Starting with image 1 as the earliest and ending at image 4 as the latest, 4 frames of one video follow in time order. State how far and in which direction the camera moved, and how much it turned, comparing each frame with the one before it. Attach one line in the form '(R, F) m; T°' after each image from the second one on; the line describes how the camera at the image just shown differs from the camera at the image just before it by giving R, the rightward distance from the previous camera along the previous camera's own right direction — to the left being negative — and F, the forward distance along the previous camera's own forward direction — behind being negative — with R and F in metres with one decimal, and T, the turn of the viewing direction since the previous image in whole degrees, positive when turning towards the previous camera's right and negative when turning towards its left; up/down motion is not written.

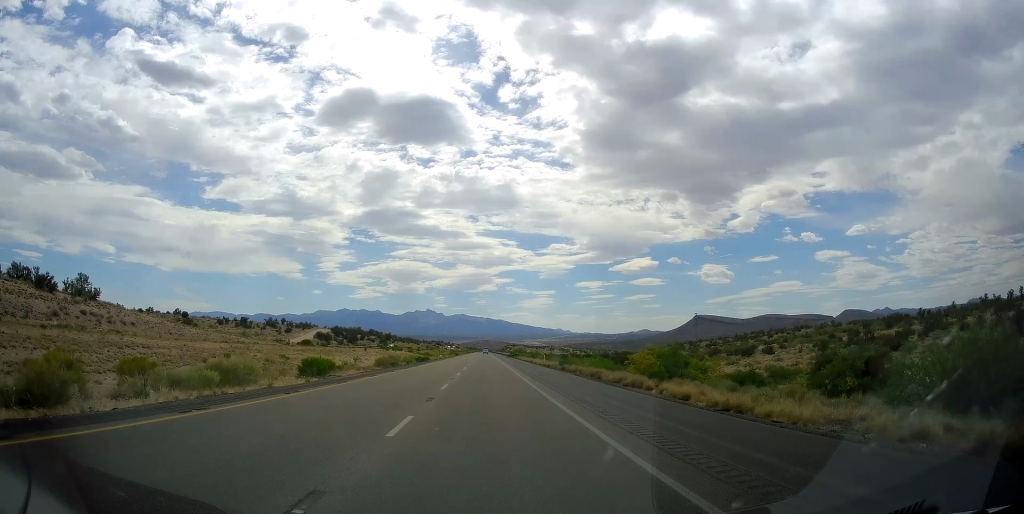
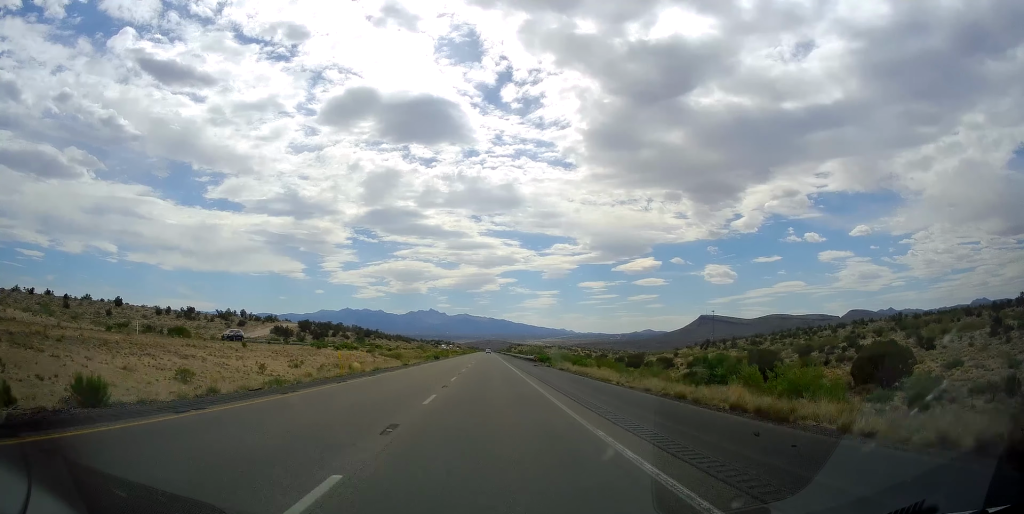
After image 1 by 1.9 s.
(-0.5, +67.3) m; -1°
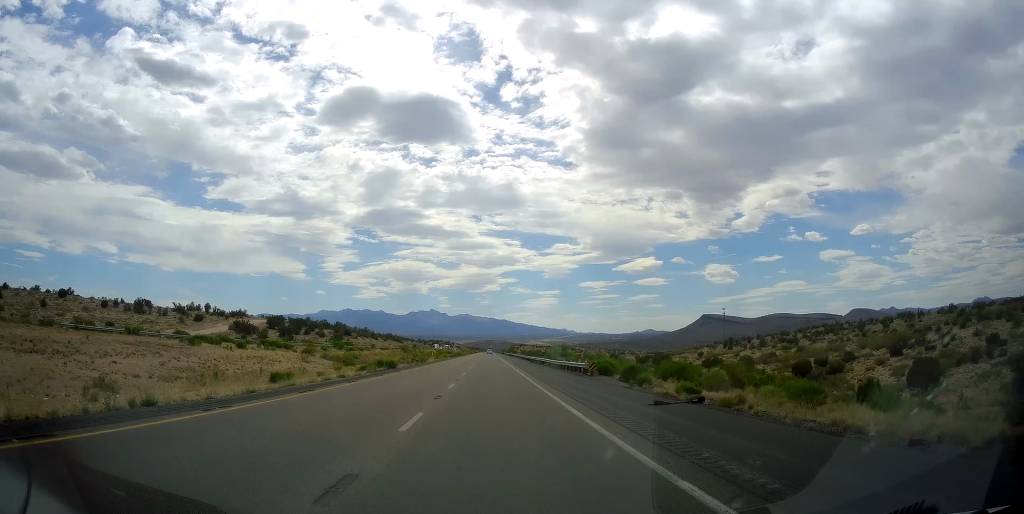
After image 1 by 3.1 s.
(0.0, +41.5) m; +1°
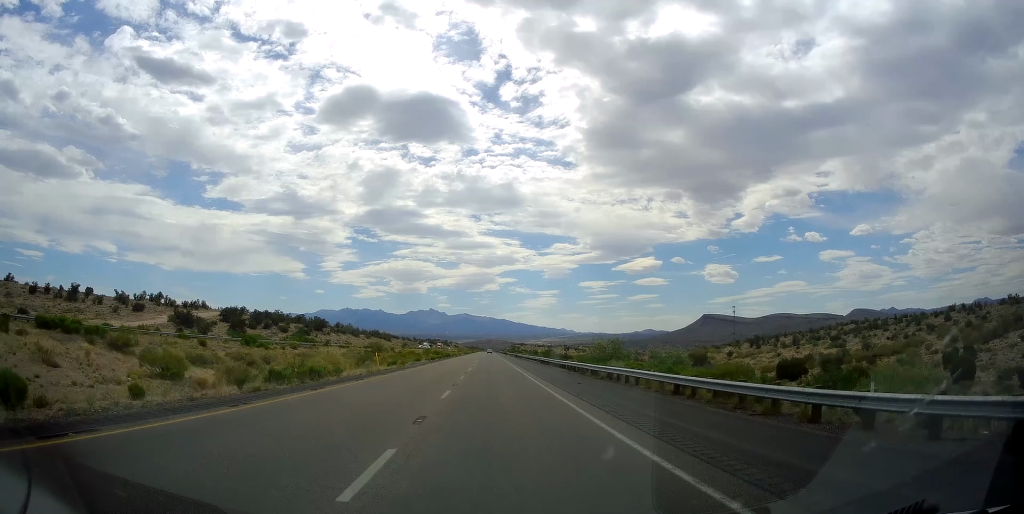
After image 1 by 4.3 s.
(+0.3, +41.5) m; 0°
